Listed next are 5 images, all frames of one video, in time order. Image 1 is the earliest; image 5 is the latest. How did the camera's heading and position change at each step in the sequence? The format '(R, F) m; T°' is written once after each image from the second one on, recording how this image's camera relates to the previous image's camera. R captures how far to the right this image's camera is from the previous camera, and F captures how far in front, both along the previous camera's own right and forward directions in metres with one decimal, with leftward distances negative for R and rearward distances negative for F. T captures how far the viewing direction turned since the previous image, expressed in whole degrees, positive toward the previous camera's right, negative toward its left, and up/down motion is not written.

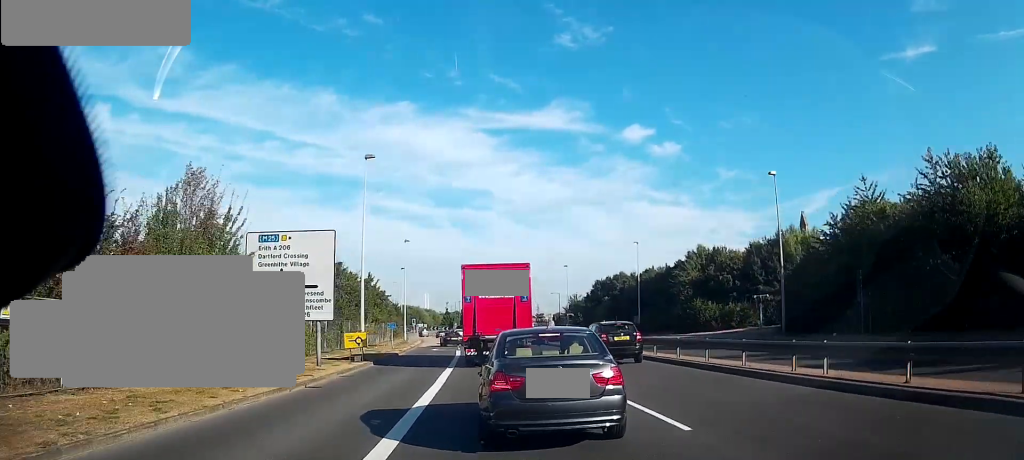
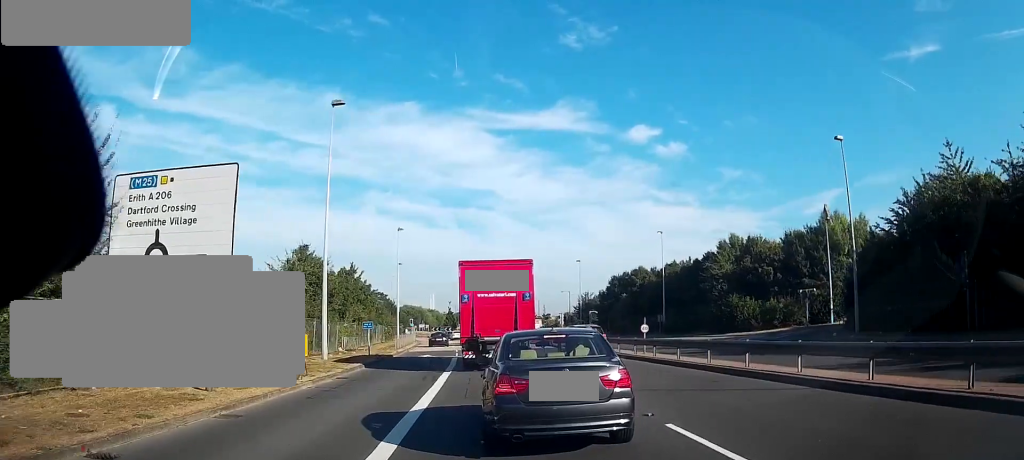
(0.0, +9.7) m; 0°
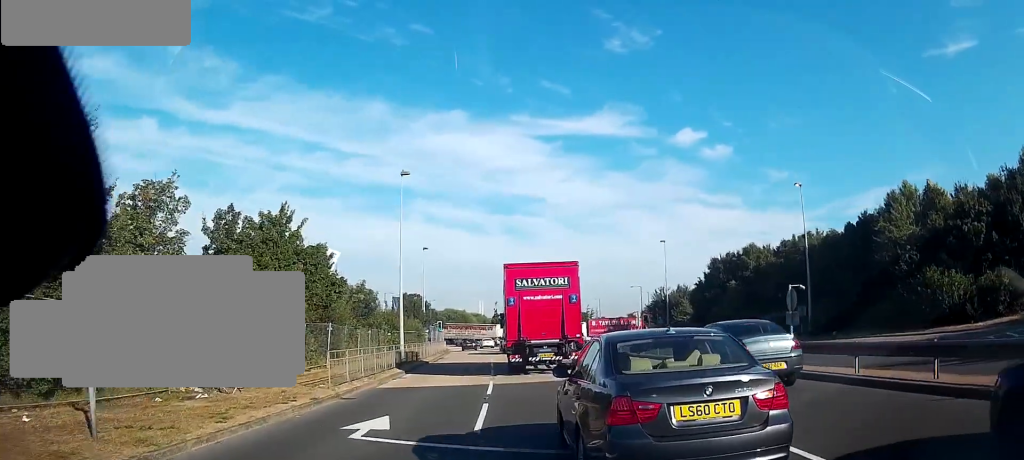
(-1.8, +26.6) m; -7°
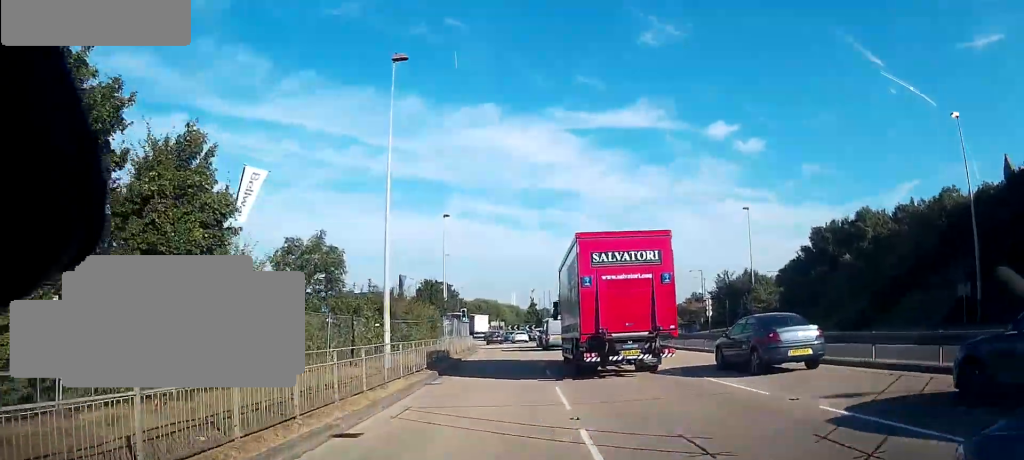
(-0.1, +15.2) m; -1°
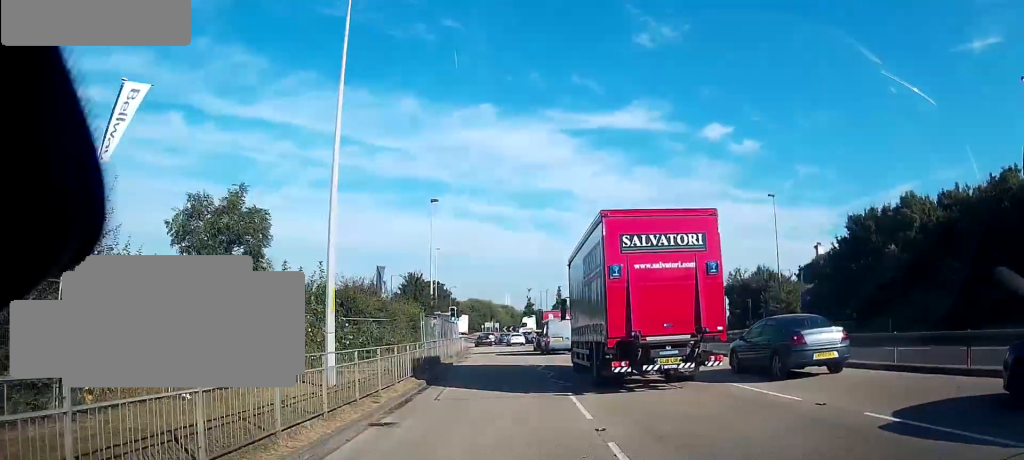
(-0.1, +6.5) m; 0°
